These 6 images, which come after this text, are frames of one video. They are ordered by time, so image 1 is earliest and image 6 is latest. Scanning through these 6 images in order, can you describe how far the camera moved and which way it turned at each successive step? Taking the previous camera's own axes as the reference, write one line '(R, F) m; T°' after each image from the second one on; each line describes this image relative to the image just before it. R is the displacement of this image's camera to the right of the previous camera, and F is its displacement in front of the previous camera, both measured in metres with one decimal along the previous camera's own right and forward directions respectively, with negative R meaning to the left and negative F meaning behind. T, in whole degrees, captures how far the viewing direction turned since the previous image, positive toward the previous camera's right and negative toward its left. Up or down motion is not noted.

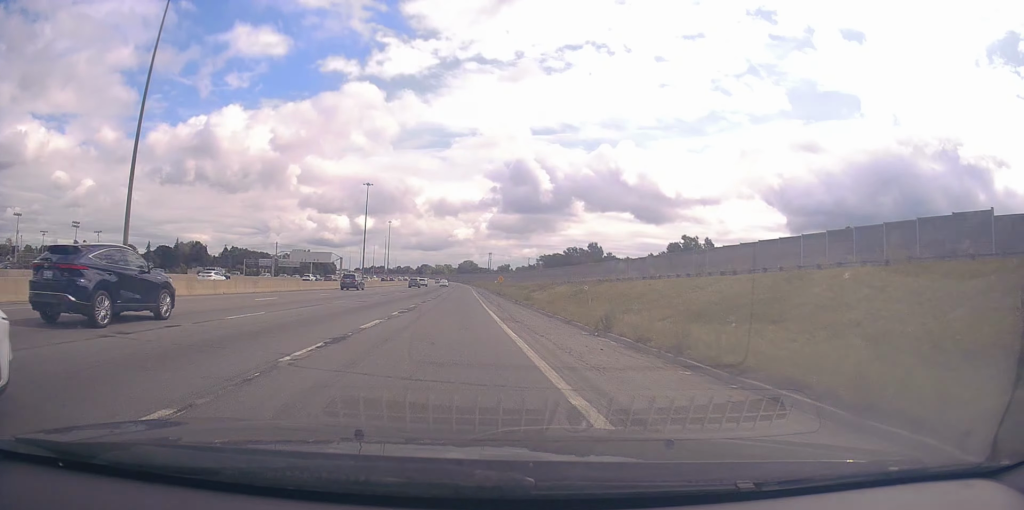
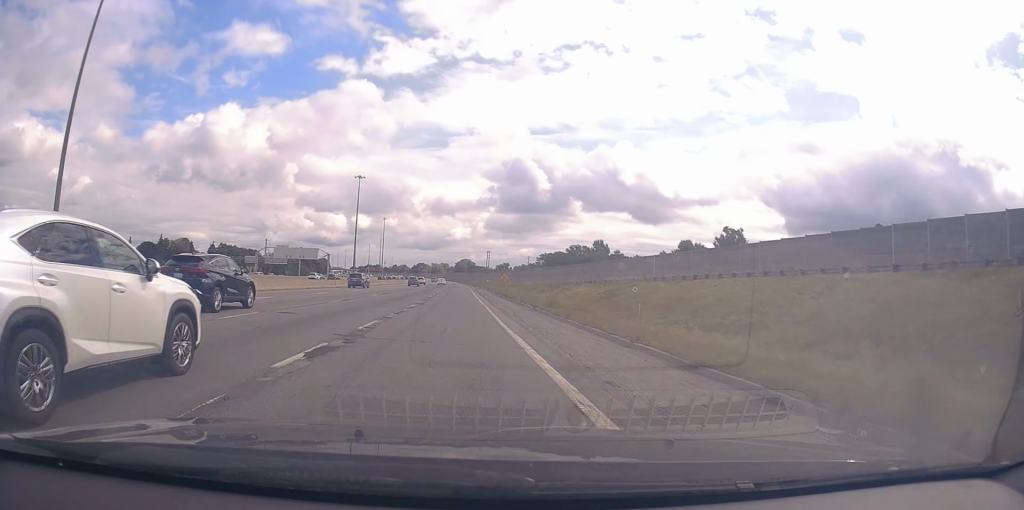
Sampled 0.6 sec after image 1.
(+0.2, +13.0) m; +1°
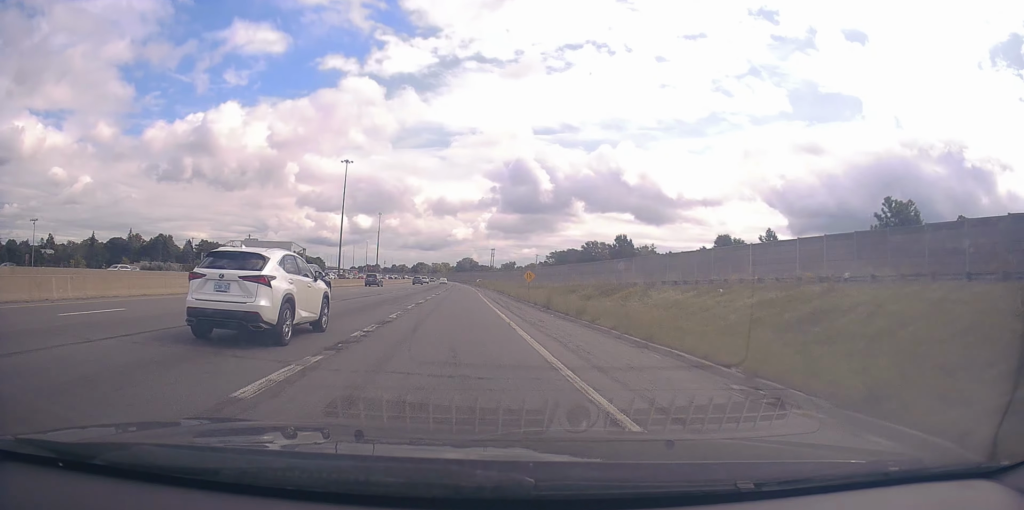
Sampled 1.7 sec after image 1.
(+0.1, +26.5) m; -1°
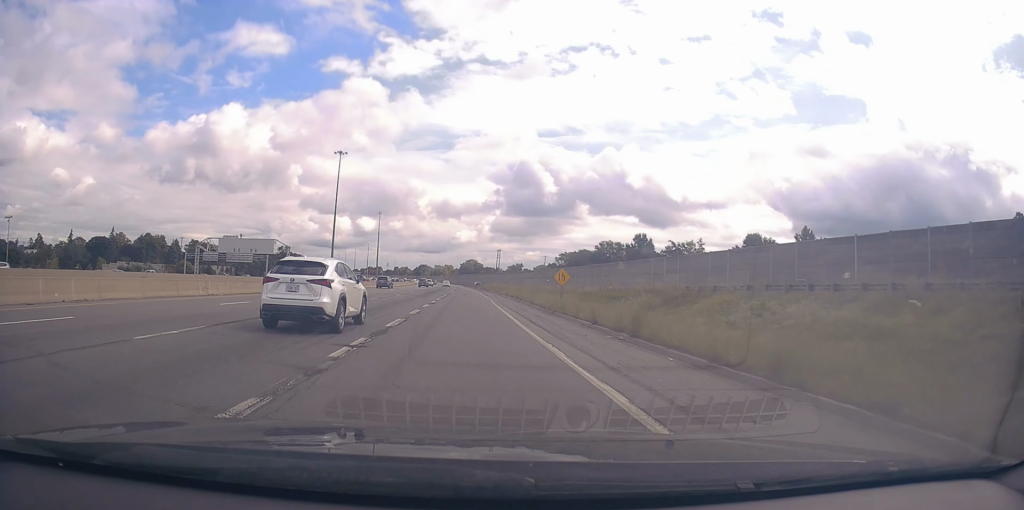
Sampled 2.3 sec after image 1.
(-0.3, +15.3) m; 0°
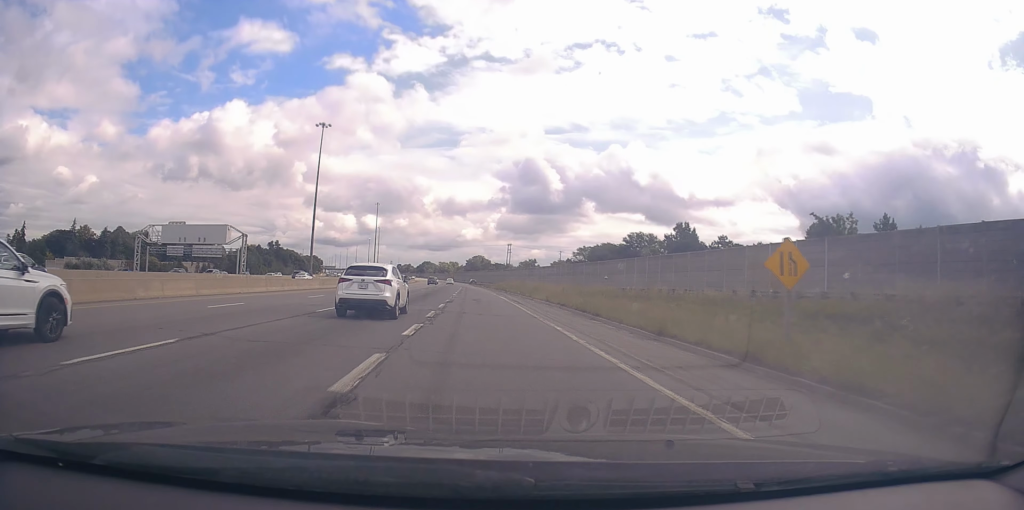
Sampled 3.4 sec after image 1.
(+0.1, +27.3) m; -1°
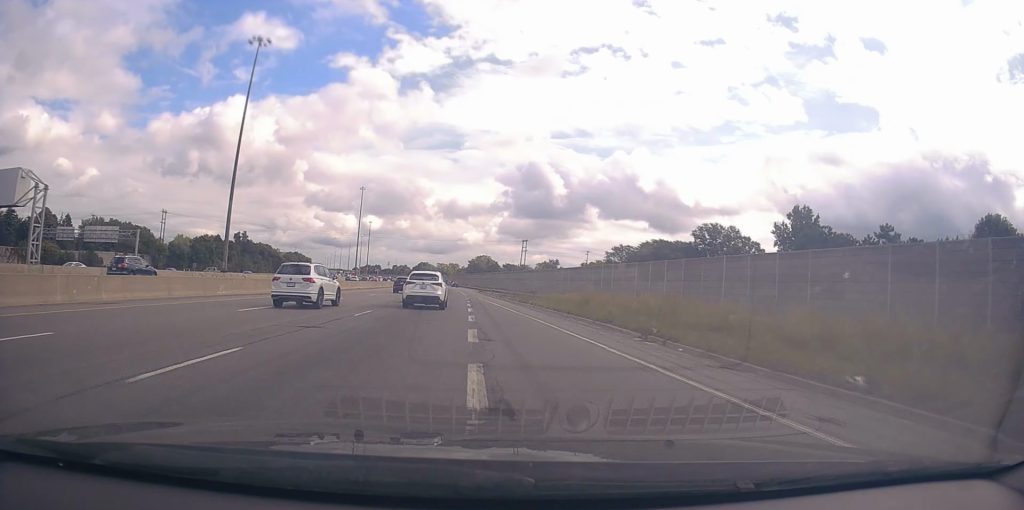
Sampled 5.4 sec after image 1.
(-0.4, +50.6) m; 0°
